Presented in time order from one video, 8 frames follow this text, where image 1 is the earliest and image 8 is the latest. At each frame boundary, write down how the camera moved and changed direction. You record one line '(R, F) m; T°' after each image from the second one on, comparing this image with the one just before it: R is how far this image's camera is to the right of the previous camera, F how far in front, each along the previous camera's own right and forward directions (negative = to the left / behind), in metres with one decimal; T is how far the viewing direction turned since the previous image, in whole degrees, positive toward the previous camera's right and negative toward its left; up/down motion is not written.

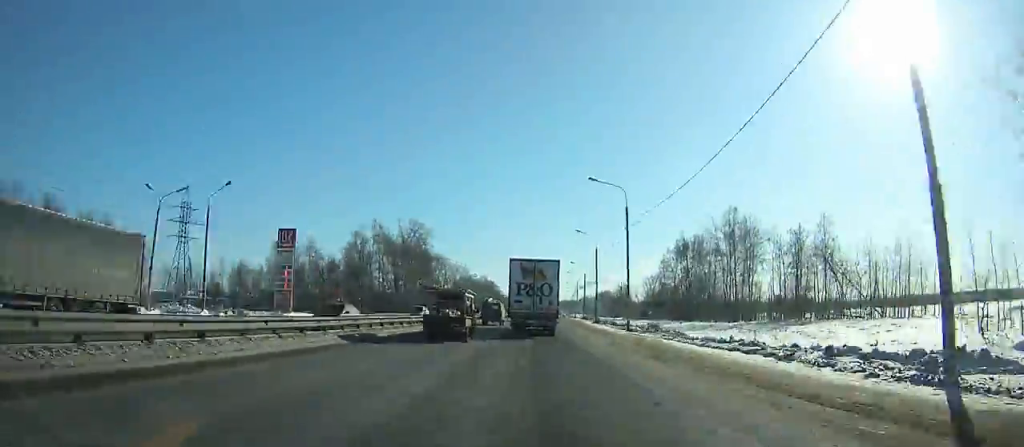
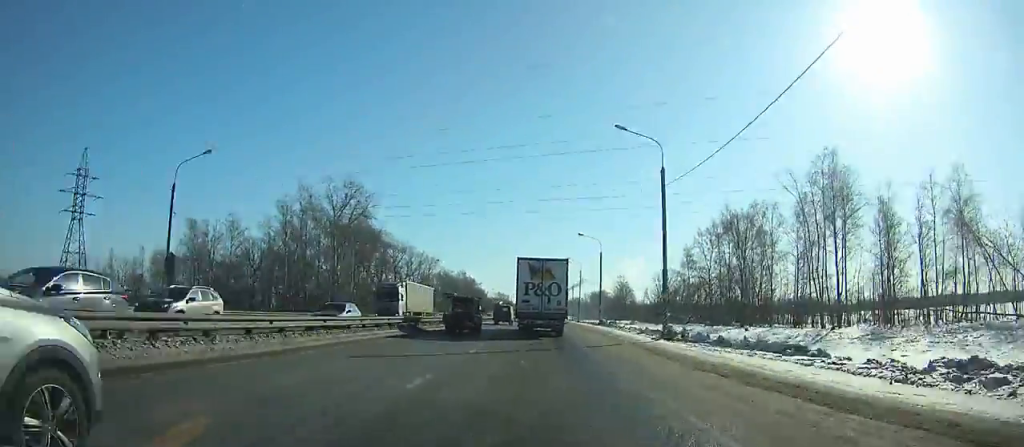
(+0.4, +38.4) m; +1°
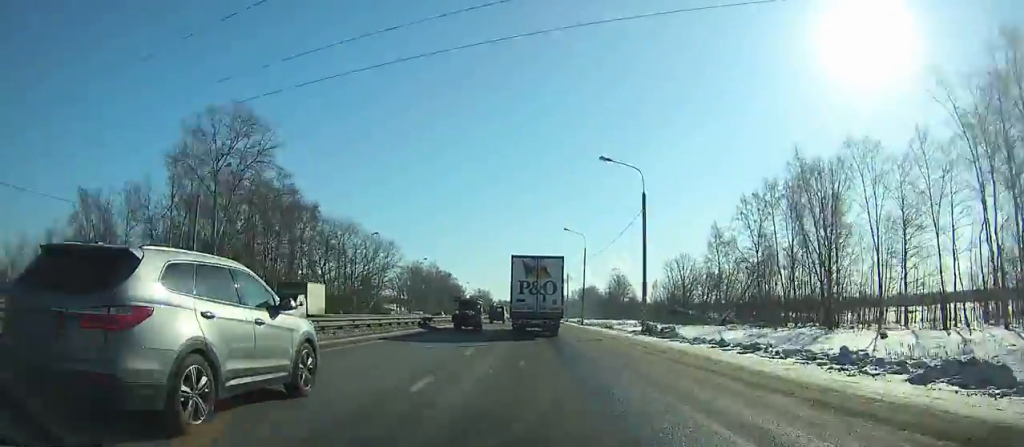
(+0.4, +31.8) m; +1°
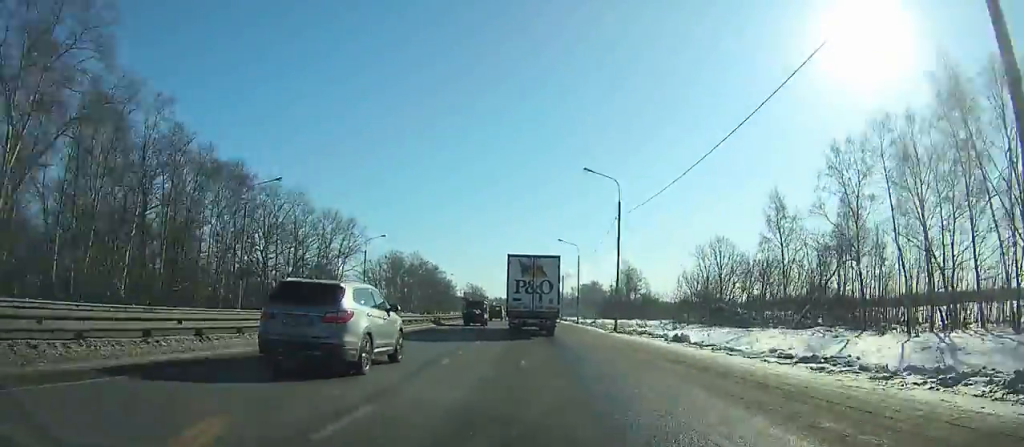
(+0.3, +28.5) m; +1°
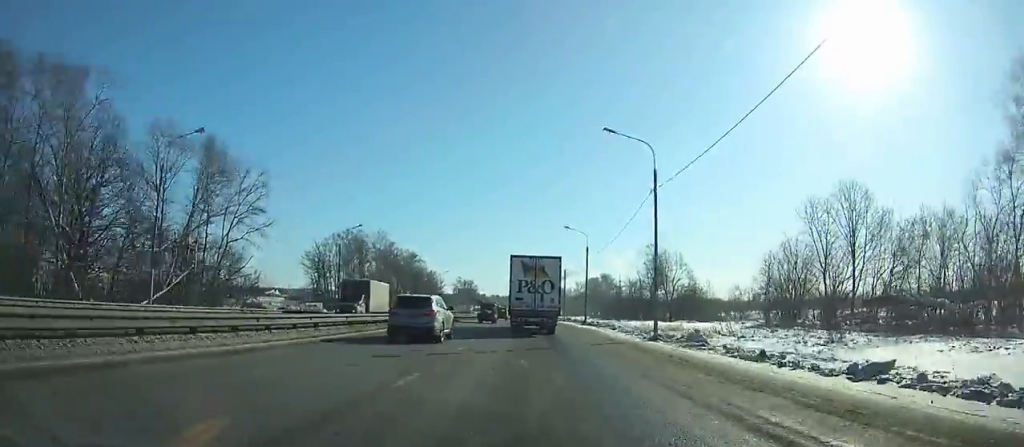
(+0.4, +44.9) m; +1°
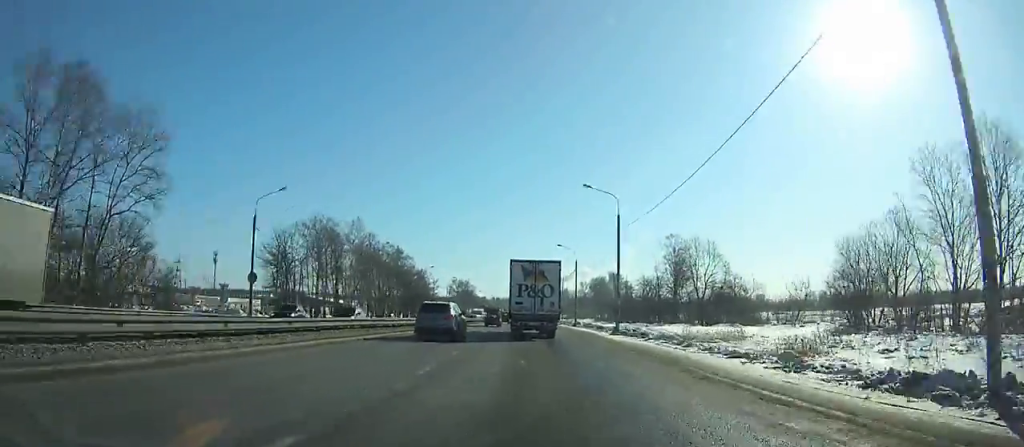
(0.0, +21.7) m; 0°
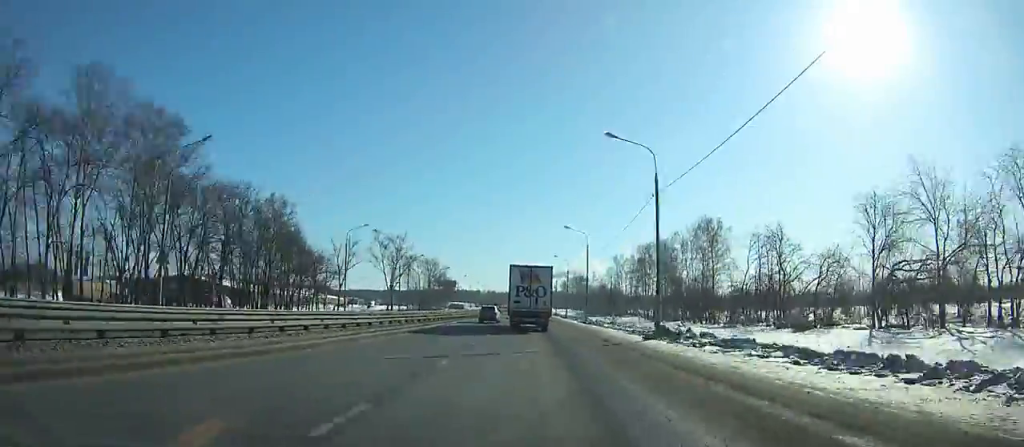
(+0.3, +118.8) m; 0°
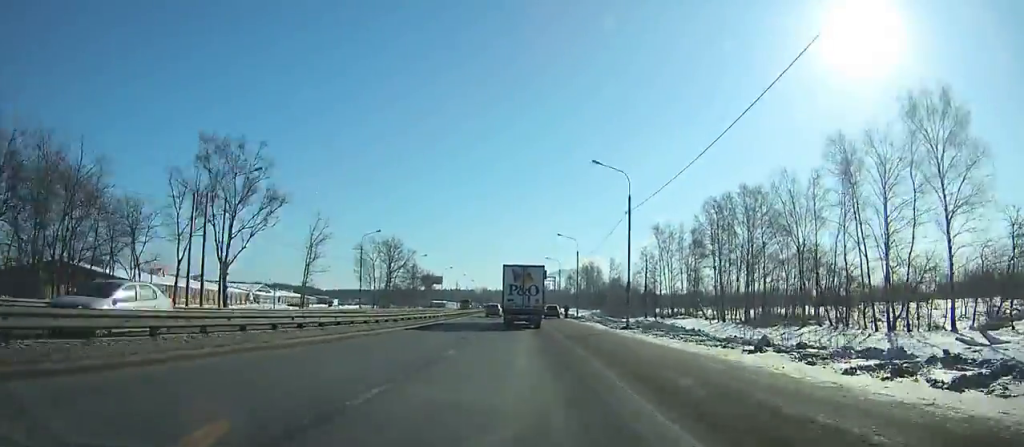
(+0.1, +60.9) m; 0°
